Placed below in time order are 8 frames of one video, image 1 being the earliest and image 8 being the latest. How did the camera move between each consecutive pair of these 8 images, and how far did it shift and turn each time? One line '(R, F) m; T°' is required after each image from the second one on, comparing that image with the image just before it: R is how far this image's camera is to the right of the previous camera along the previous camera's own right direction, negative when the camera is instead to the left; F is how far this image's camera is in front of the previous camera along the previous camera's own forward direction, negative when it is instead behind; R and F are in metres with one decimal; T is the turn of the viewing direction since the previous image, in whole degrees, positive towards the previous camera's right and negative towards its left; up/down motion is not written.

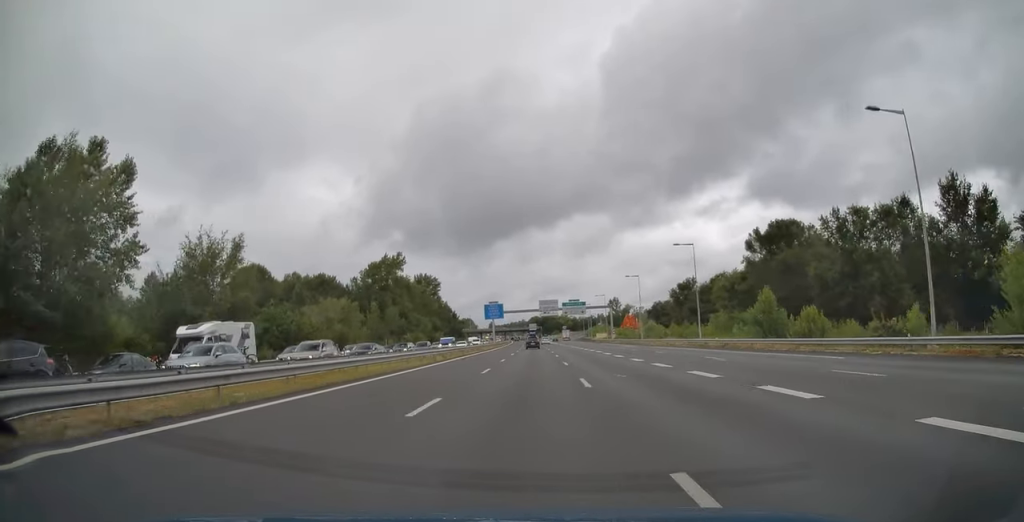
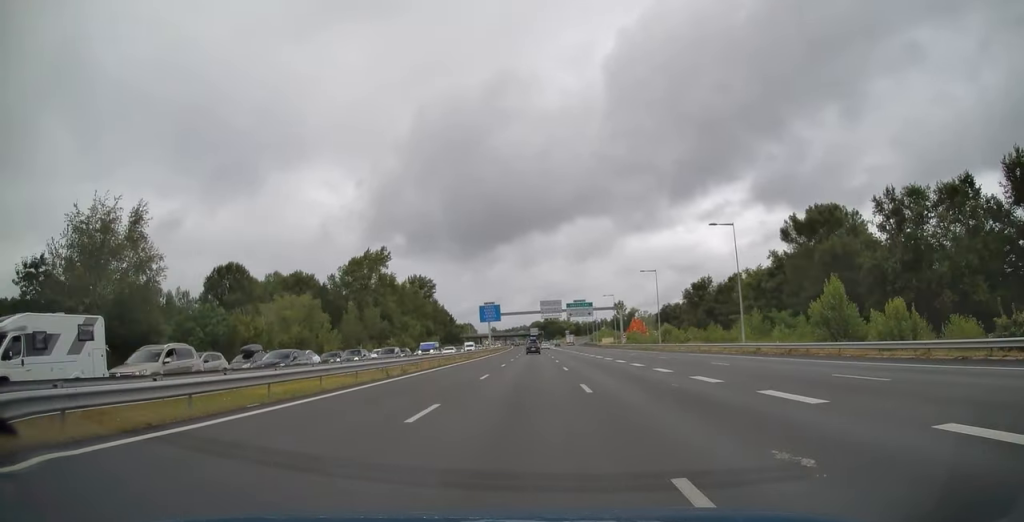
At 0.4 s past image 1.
(0.0, +13.2) m; 0°
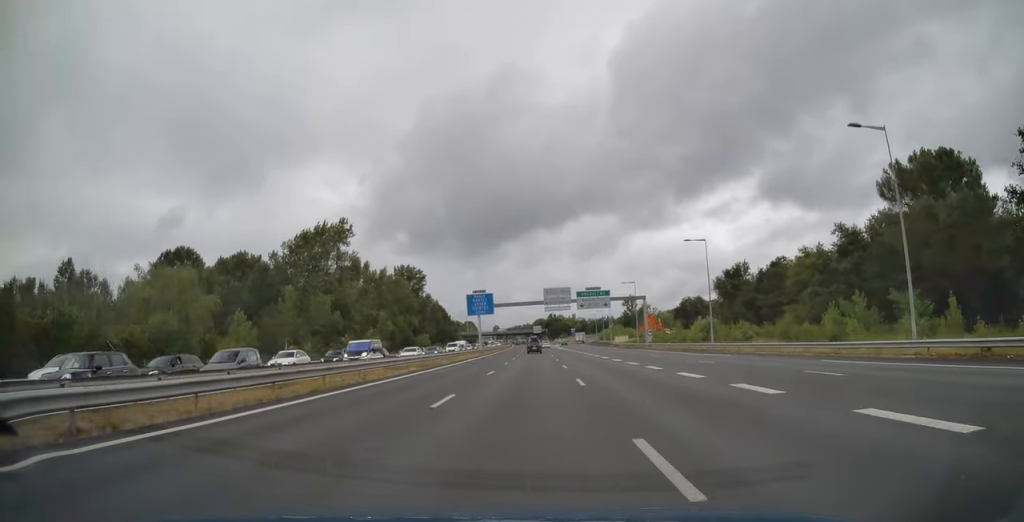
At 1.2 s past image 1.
(0.0, +23.8) m; 0°
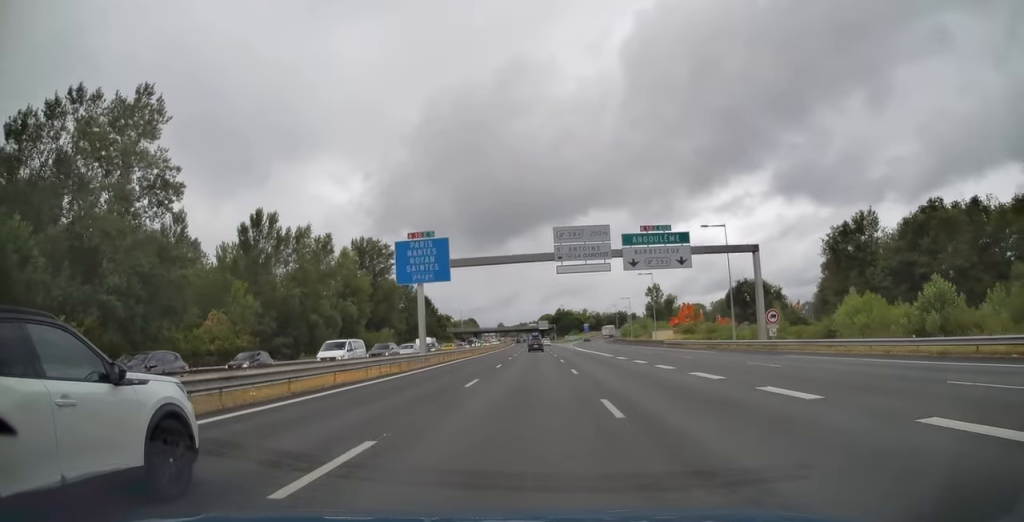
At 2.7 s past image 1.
(-0.2, +47.1) m; 0°
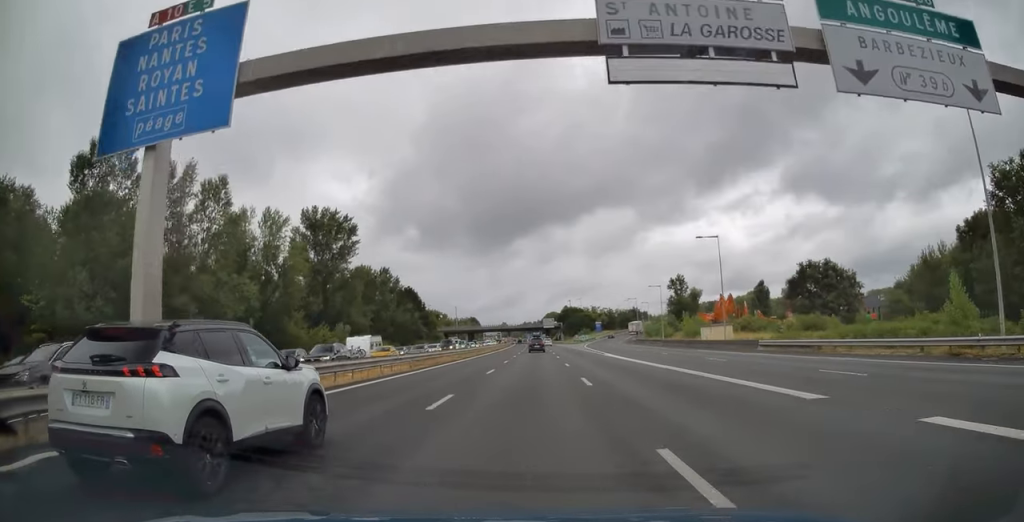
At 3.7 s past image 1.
(-0.1, +32.3) m; 0°
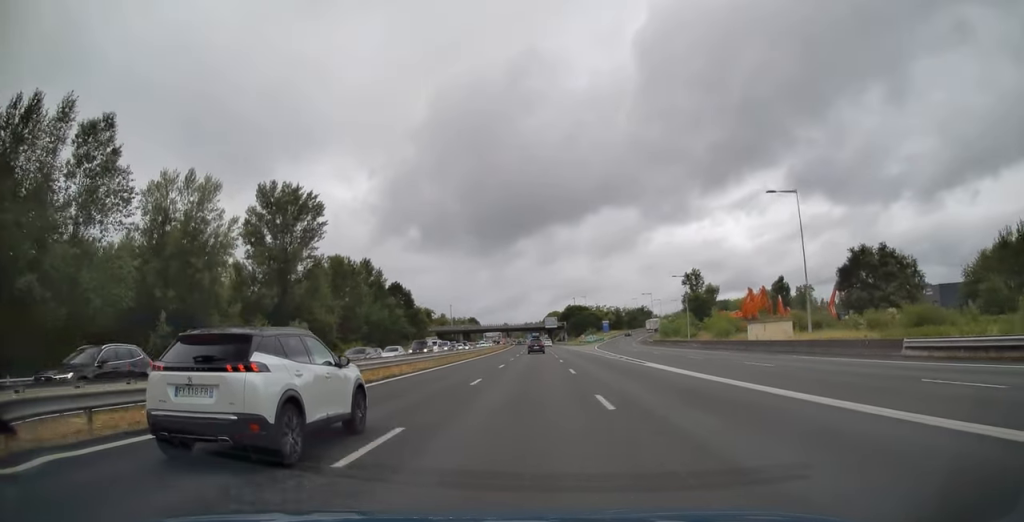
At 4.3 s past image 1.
(0.0, +18.5) m; 0°
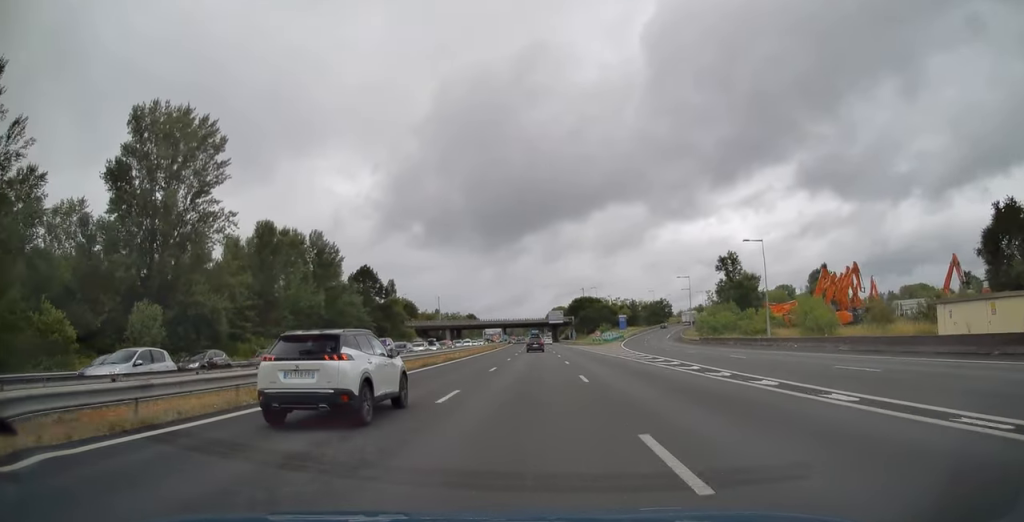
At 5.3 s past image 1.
(-0.2, +32.8) m; 0°
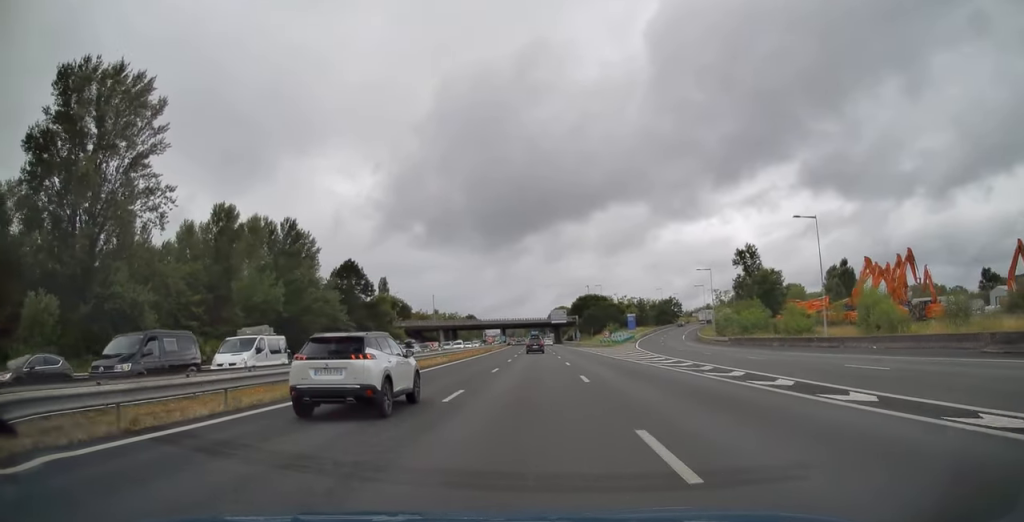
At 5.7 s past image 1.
(0.0, +12.6) m; 0°
